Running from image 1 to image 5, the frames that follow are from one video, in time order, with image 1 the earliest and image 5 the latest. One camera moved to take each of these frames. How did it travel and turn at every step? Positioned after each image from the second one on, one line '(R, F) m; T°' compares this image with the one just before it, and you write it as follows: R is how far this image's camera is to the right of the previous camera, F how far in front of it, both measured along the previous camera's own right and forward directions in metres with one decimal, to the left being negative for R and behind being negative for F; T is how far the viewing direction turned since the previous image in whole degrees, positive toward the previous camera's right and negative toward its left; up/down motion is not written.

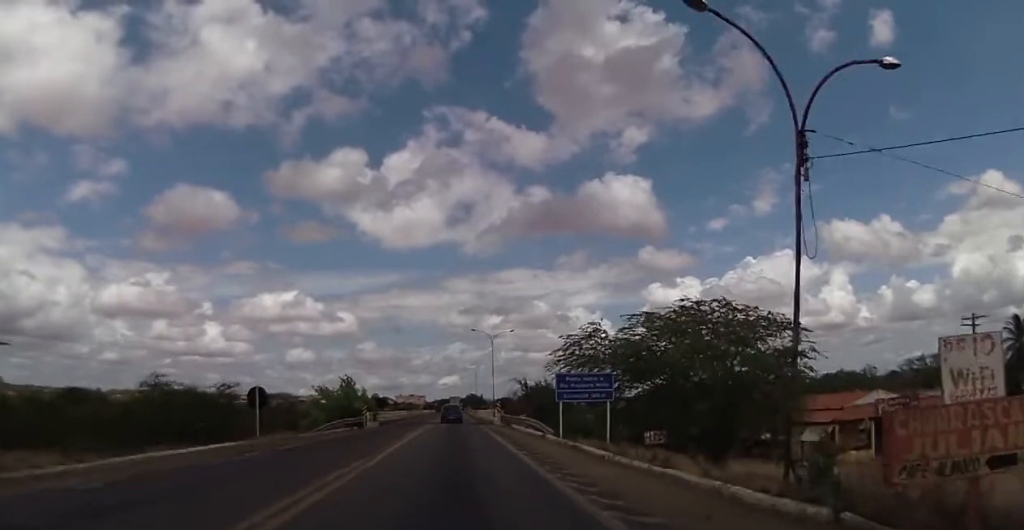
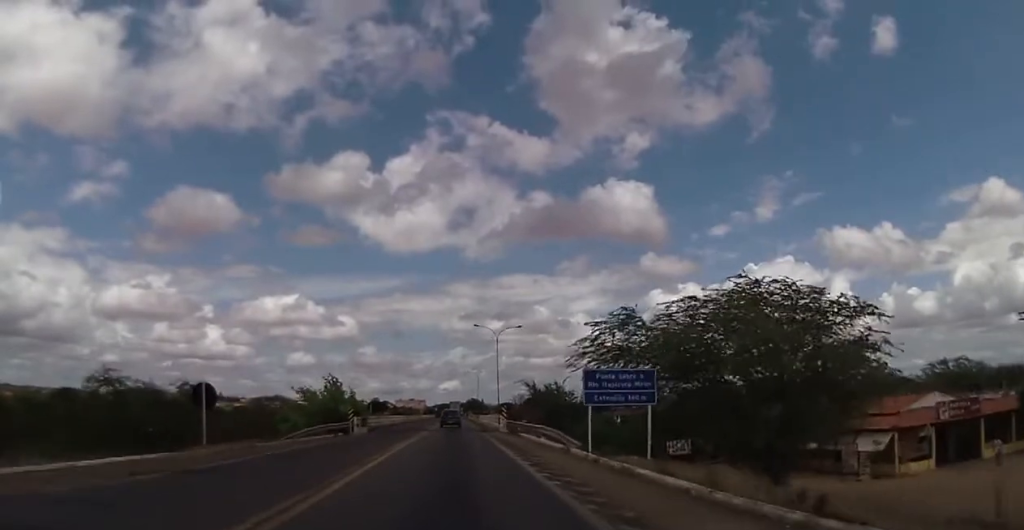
(+0.3, +6.1) m; +3°
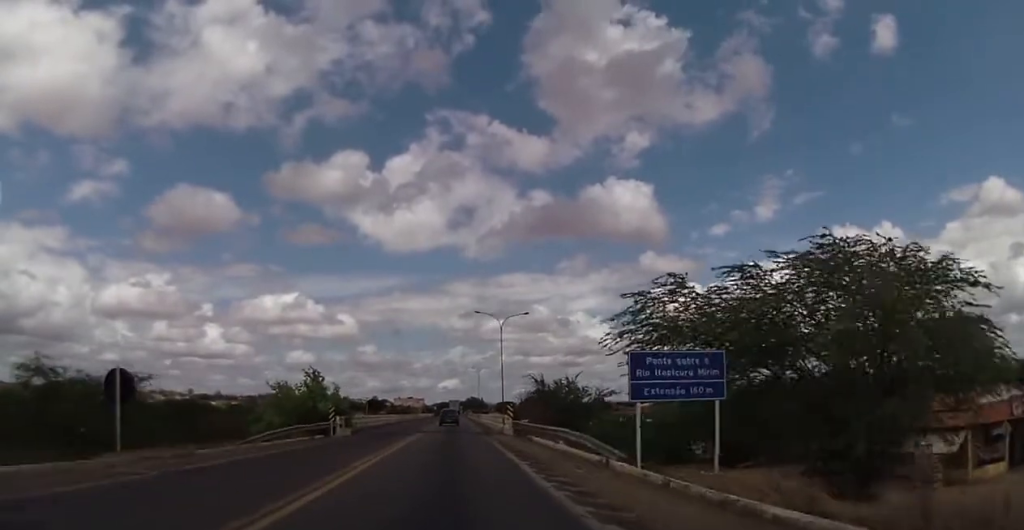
(+0.2, +6.0) m; +1°
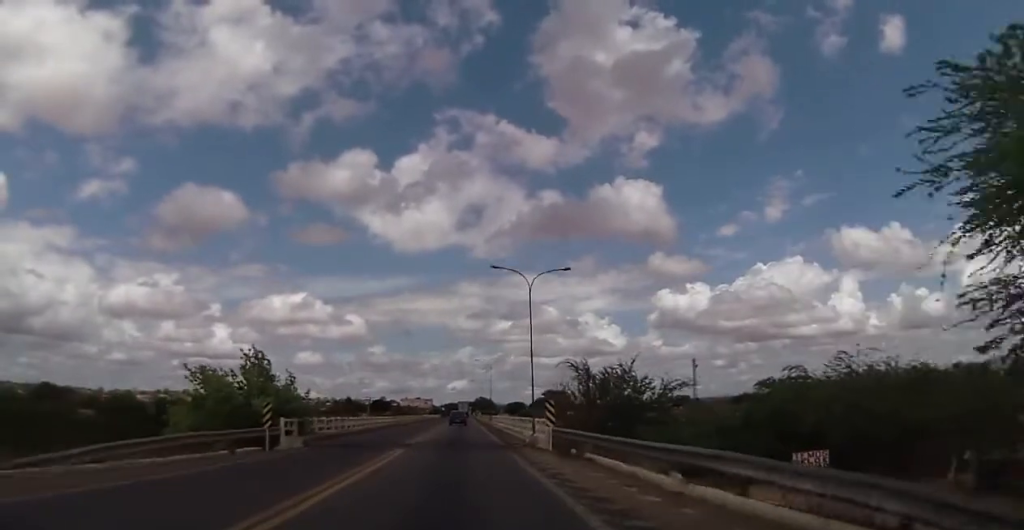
(-0.5, +13.8) m; -4°
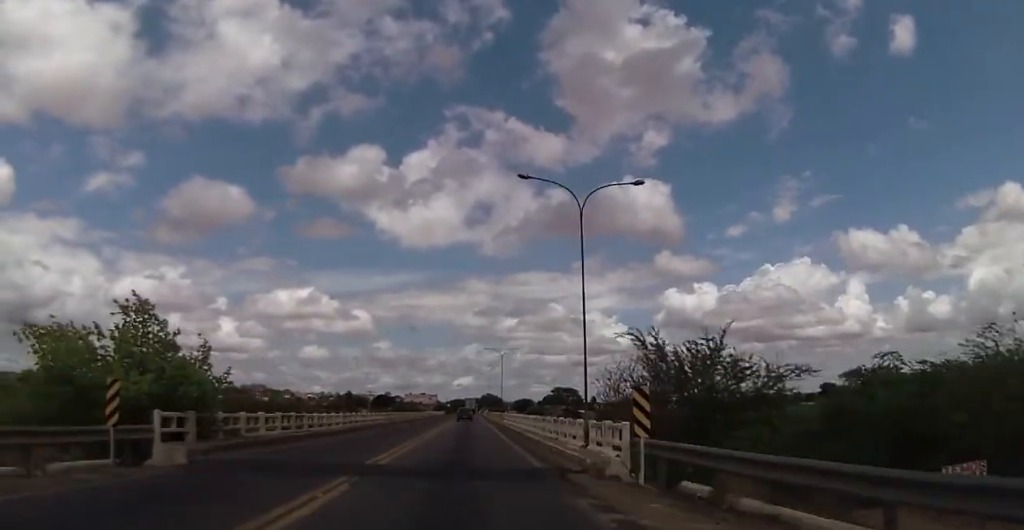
(-0.2, +11.5) m; -1°
